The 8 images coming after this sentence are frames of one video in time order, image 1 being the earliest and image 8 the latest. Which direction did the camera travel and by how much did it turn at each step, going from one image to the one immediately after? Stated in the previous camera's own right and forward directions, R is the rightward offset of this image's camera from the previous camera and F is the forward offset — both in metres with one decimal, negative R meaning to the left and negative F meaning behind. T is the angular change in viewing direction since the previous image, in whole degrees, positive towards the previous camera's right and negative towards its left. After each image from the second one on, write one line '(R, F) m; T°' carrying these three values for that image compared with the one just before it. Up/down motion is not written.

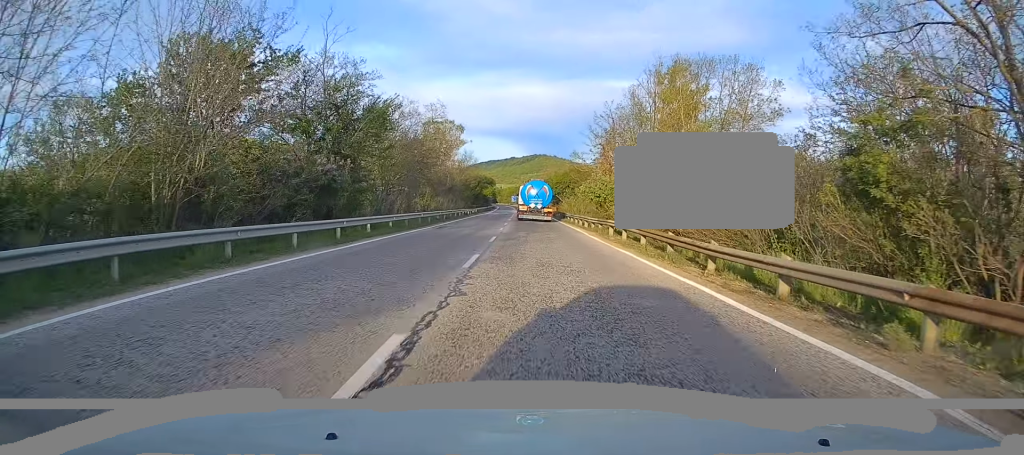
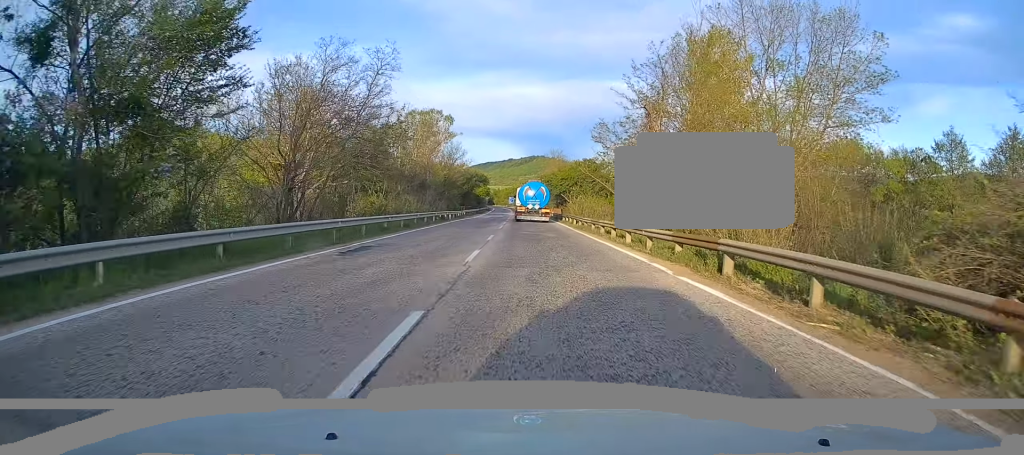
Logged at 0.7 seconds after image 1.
(0.0, +16.4) m; 0°
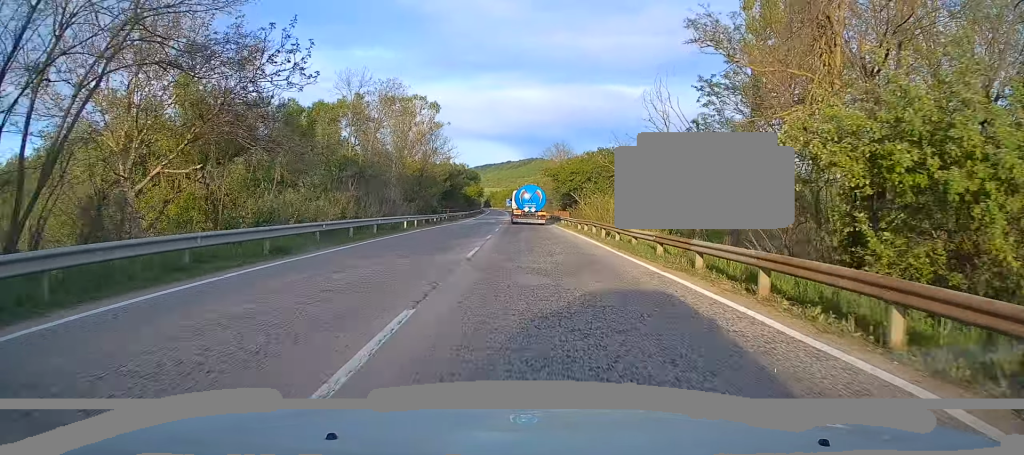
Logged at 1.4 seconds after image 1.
(0.0, +17.2) m; 0°
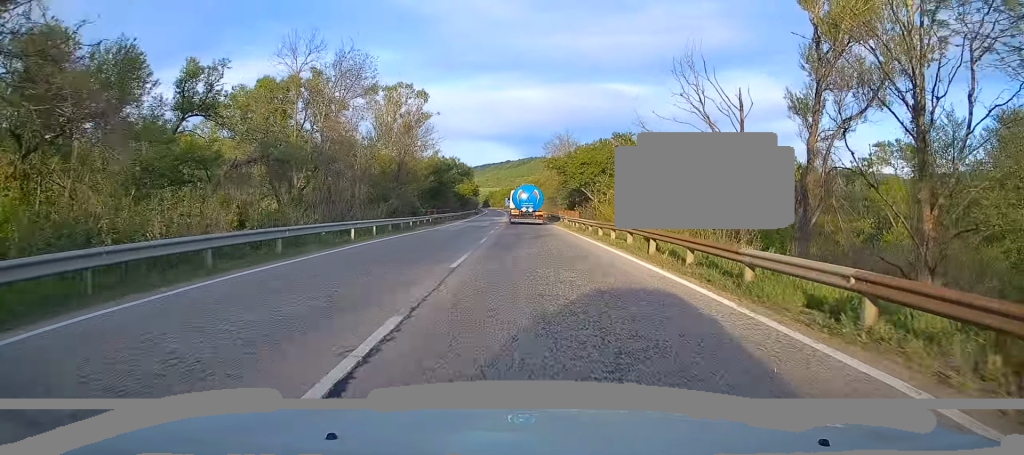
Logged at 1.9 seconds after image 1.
(-0.1, +10.9) m; +1°
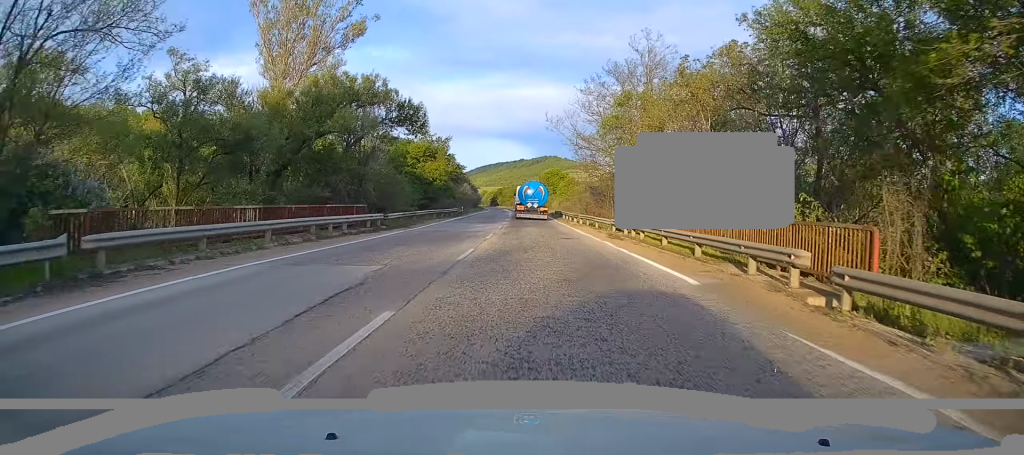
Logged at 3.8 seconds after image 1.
(+0.1, +44.2) m; -1°
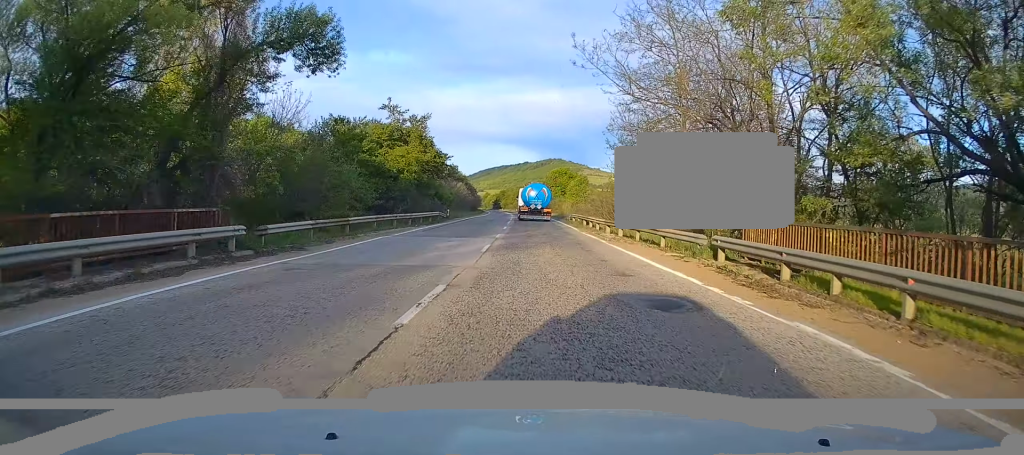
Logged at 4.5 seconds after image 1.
(-0.1, +16.2) m; -1°
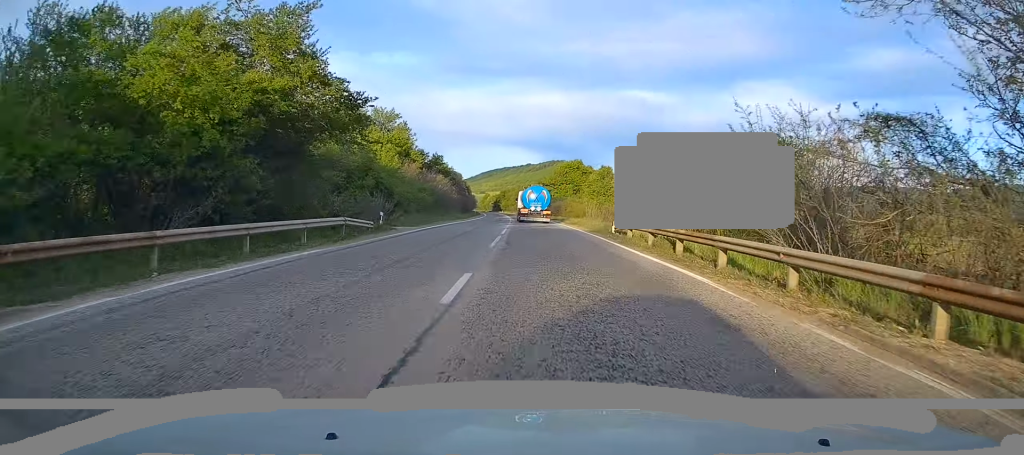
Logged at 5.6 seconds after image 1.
(-0.3, +25.3) m; -1°
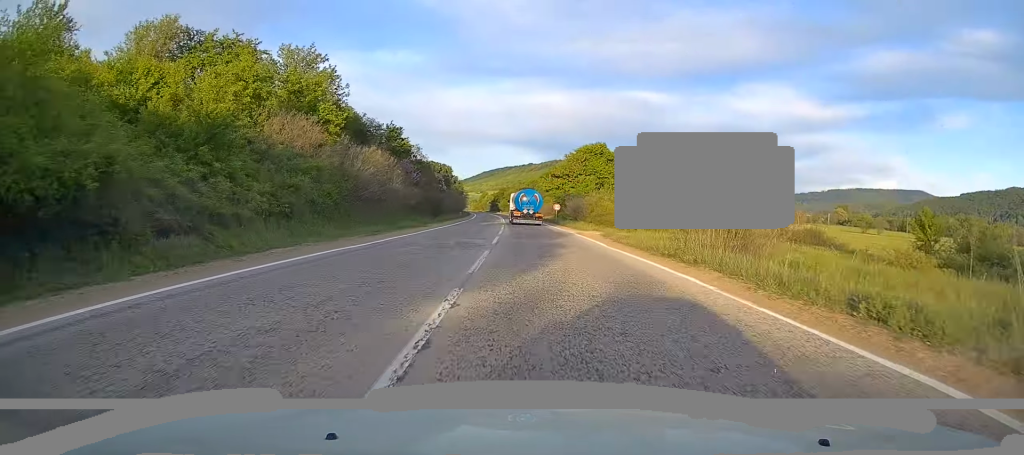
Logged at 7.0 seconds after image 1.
(-0.3, +31.9) m; +1°
